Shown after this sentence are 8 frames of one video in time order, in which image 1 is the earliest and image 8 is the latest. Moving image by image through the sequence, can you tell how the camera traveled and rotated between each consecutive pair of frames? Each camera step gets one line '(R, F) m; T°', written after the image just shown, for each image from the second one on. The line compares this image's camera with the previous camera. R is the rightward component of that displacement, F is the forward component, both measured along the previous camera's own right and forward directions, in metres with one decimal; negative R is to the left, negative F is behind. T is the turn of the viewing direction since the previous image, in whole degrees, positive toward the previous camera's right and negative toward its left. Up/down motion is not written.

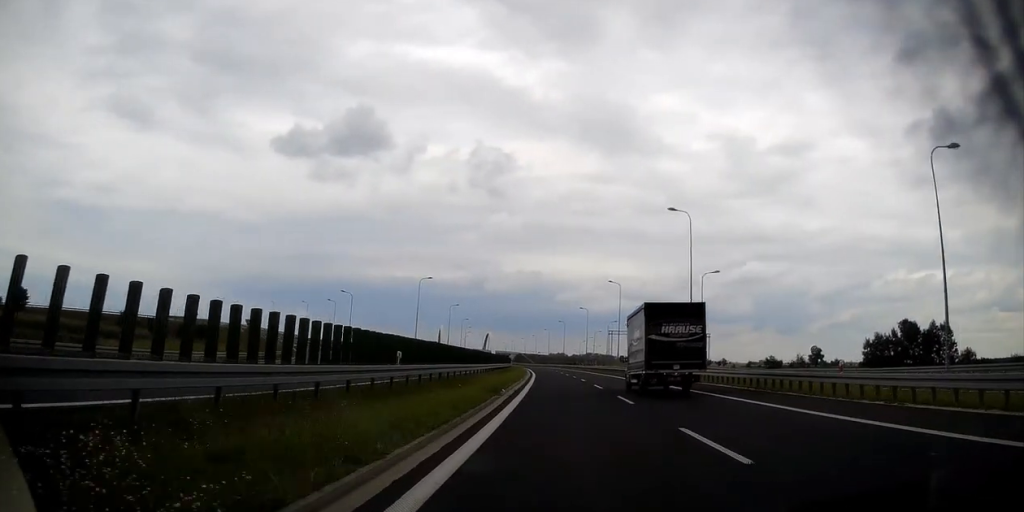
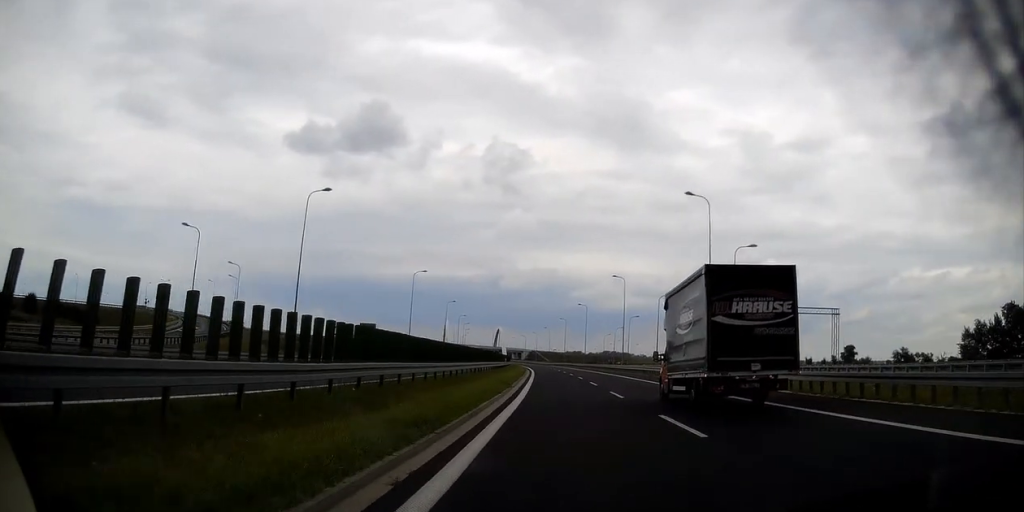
(-1.0, +43.8) m; -2°
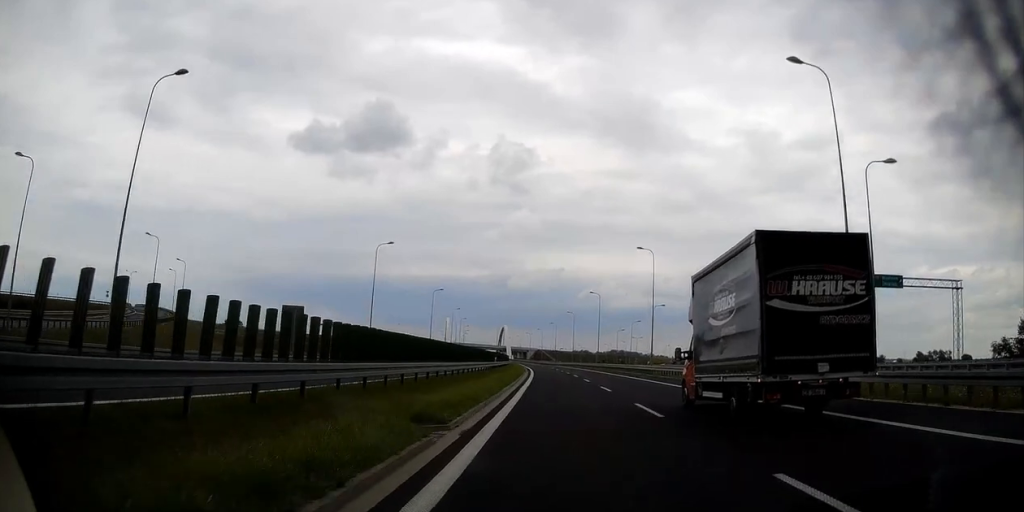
(+0.1, +19.6) m; -1°
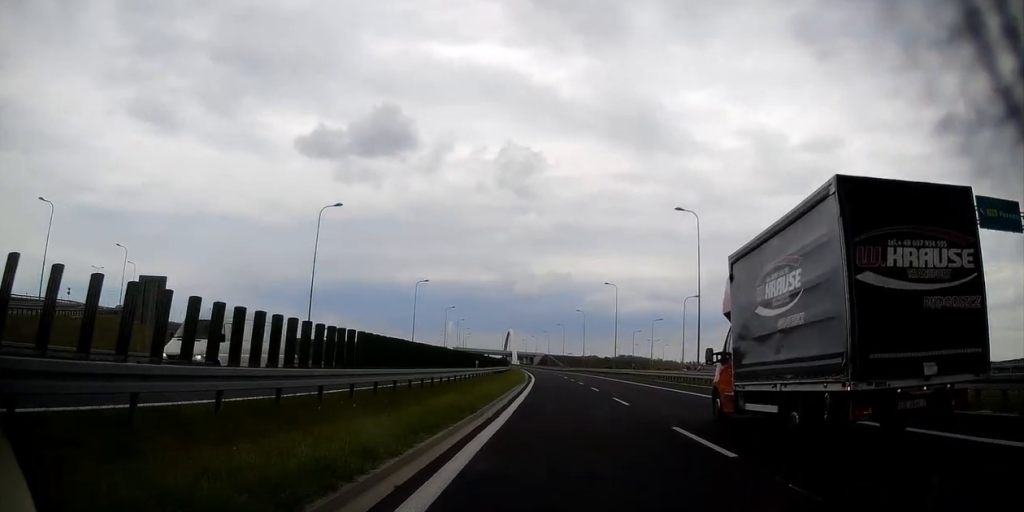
(+0.1, +17.3) m; -1°
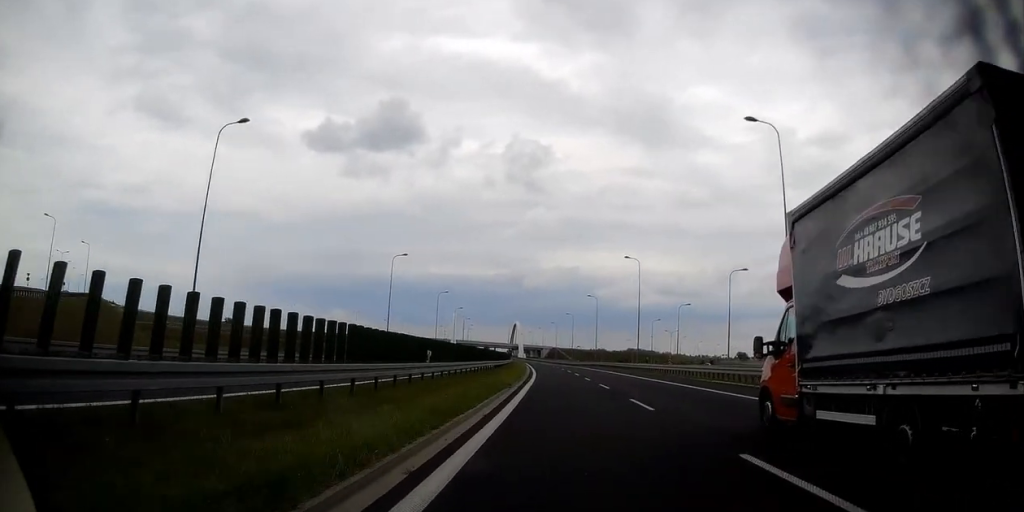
(-0.3, +16.2) m; -1°
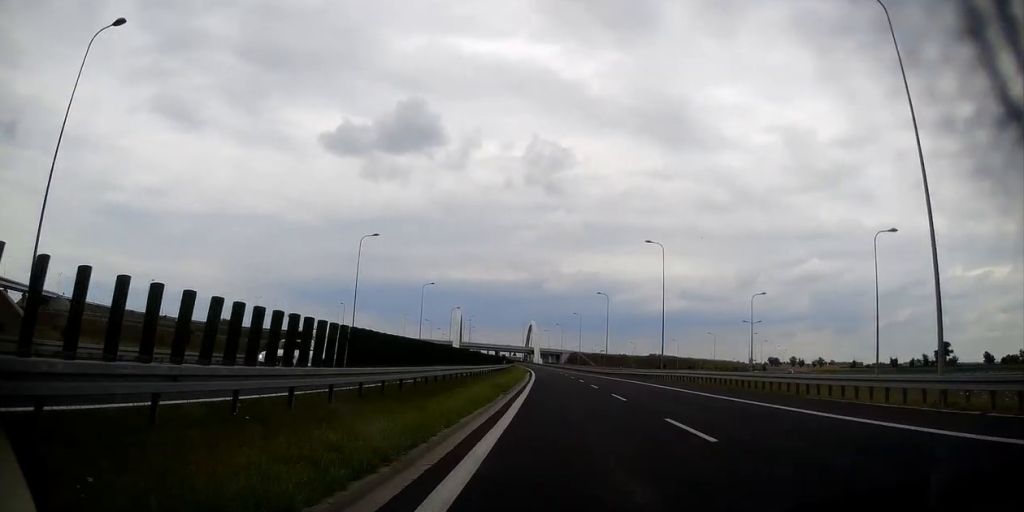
(-0.9, +51.9) m; -2°
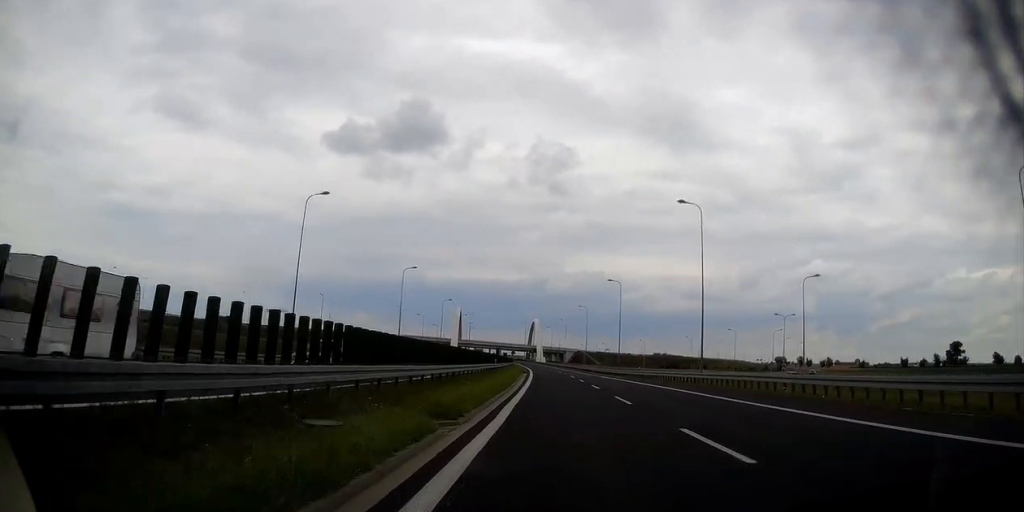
(-0.1, +15.0) m; 0°
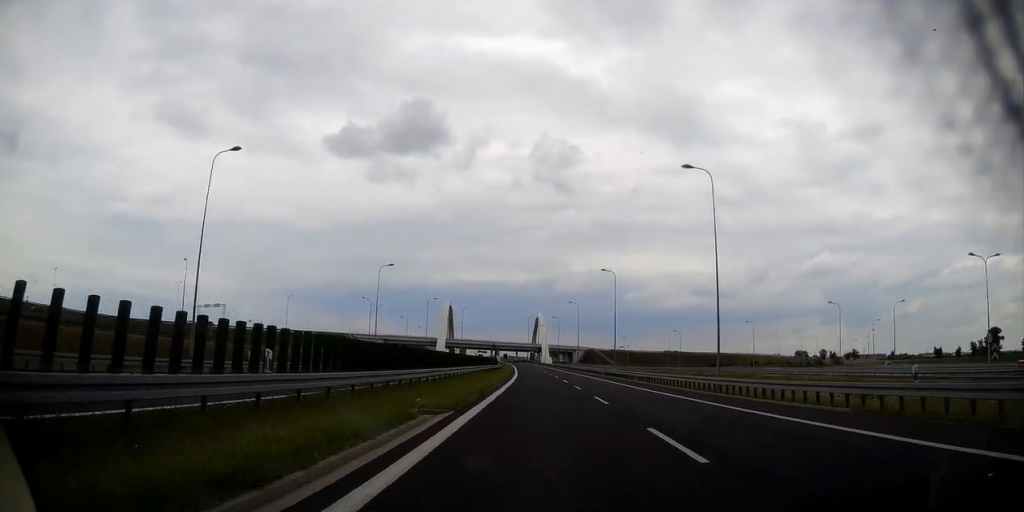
(-0.5, +46.1) m; -1°
